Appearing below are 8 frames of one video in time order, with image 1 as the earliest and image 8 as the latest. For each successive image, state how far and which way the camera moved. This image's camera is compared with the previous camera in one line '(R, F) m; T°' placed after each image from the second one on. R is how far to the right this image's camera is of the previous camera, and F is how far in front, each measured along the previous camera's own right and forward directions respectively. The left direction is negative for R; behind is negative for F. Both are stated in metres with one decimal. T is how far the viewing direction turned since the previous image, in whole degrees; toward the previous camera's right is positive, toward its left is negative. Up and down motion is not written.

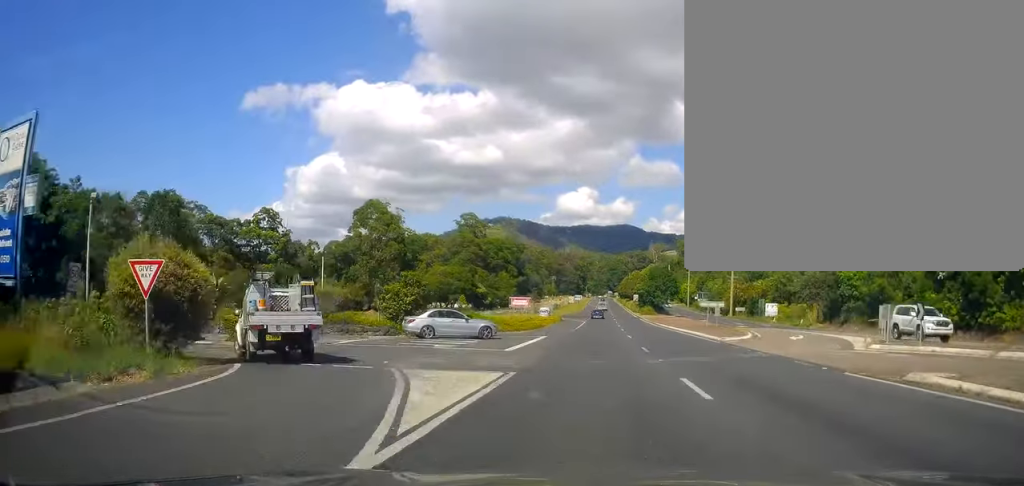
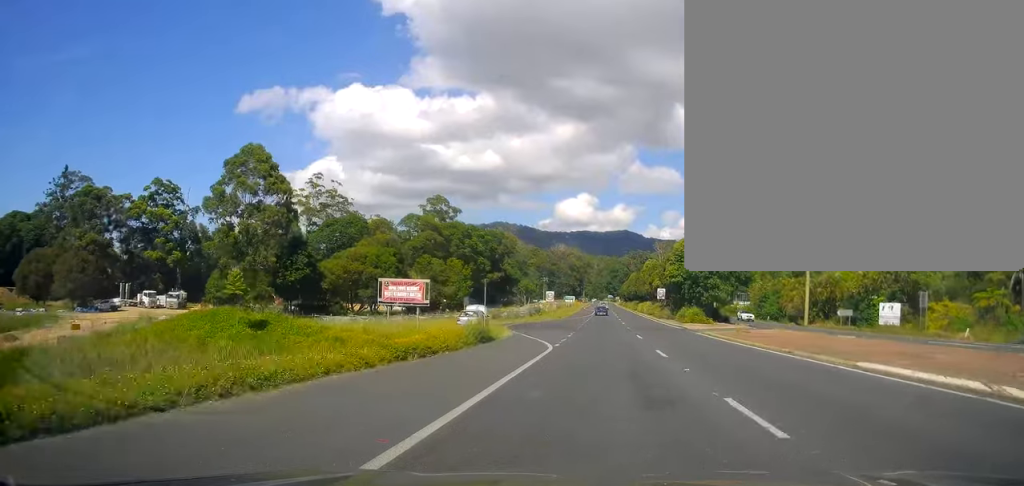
(-0.7, +49.9) m; 0°
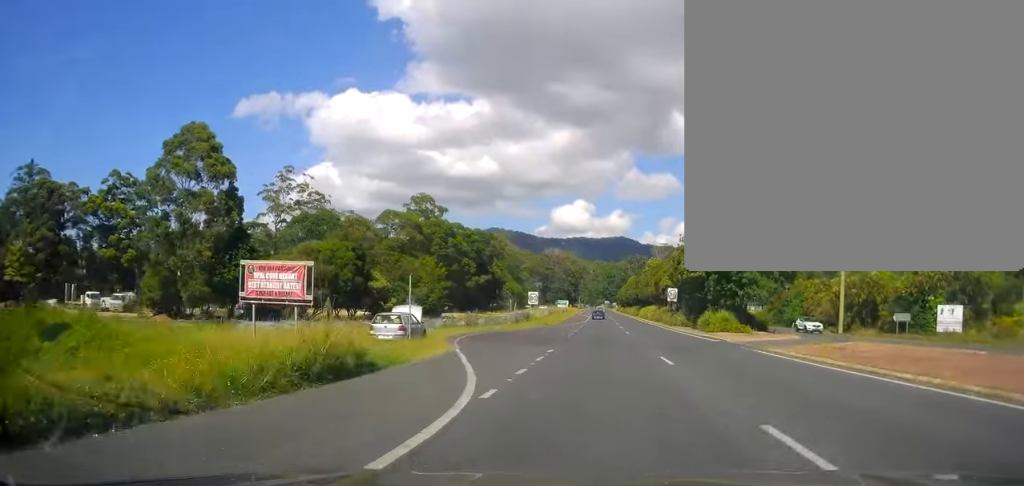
(+0.1, +13.9) m; 0°
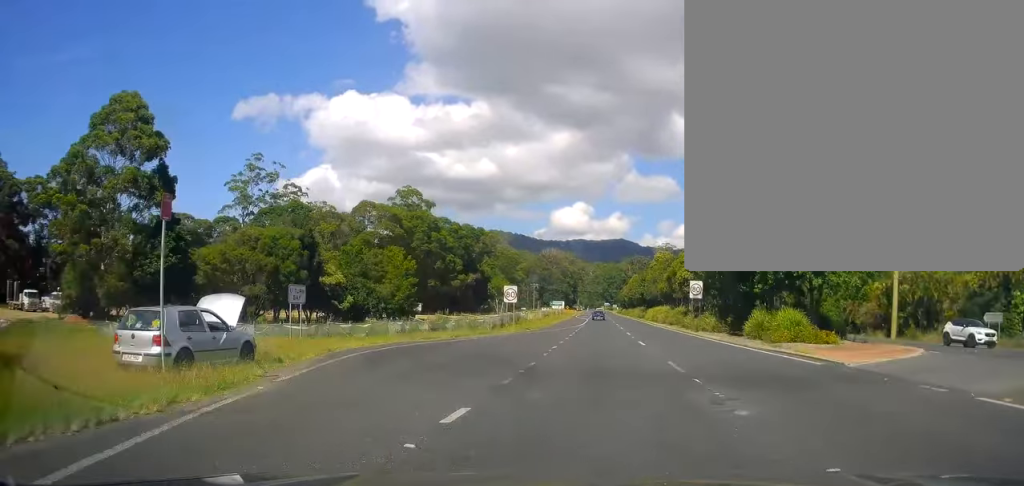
(0.0, +13.9) m; 0°
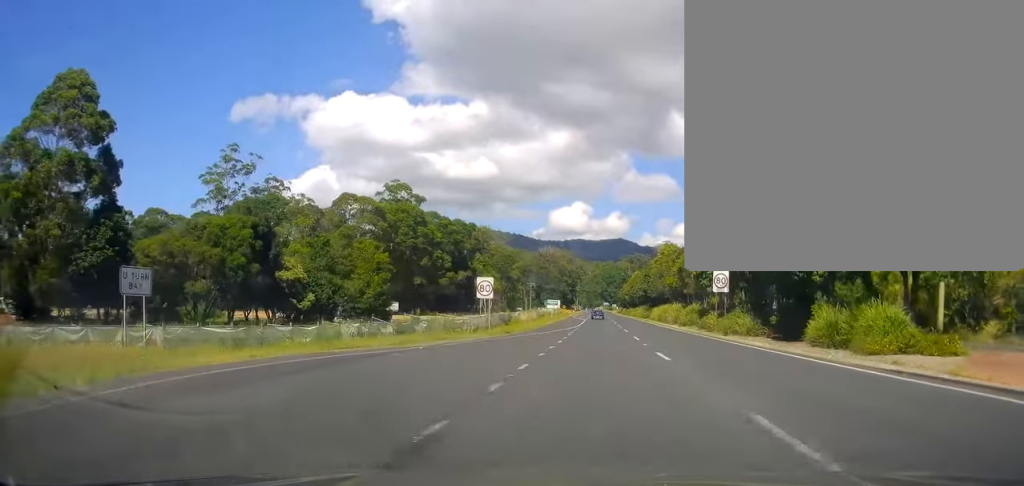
(0.0, +9.0) m; 0°
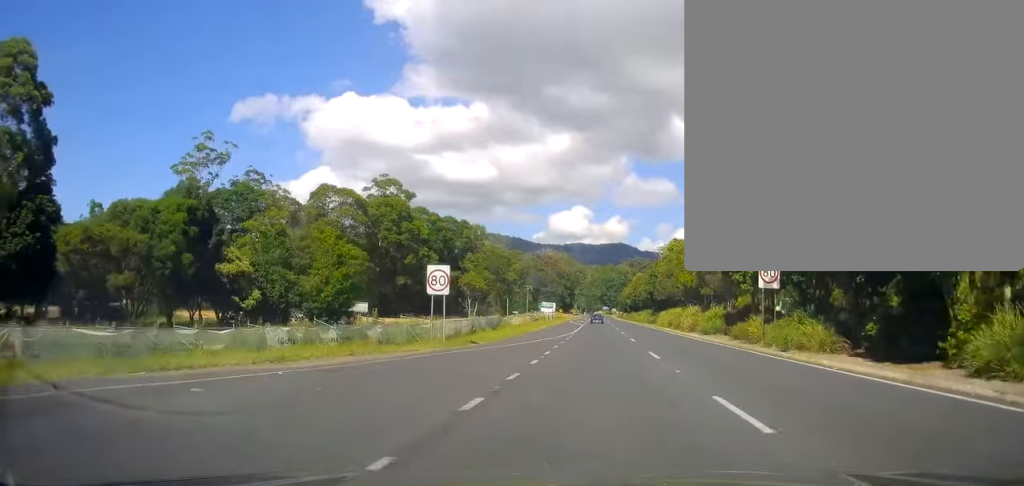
(-0.1, +9.7) m; 0°
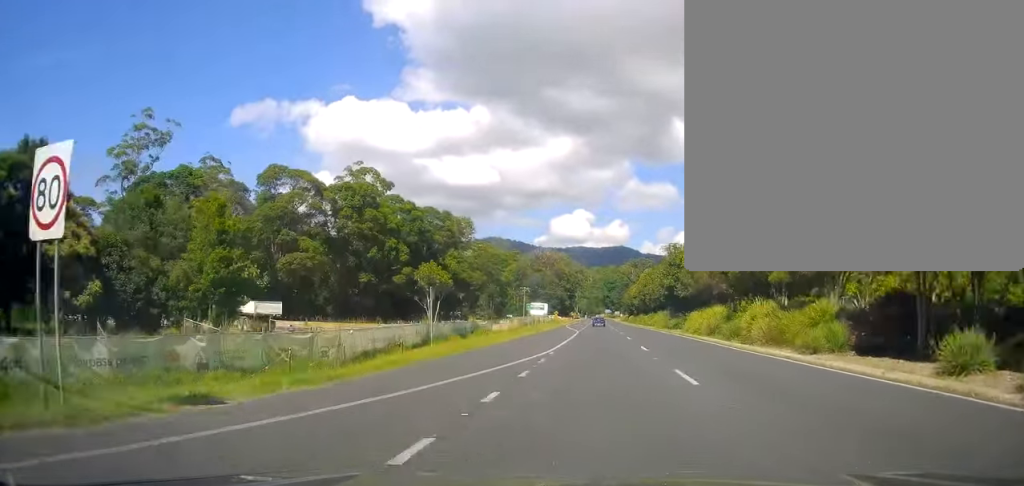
(+0.1, +18.6) m; +1°
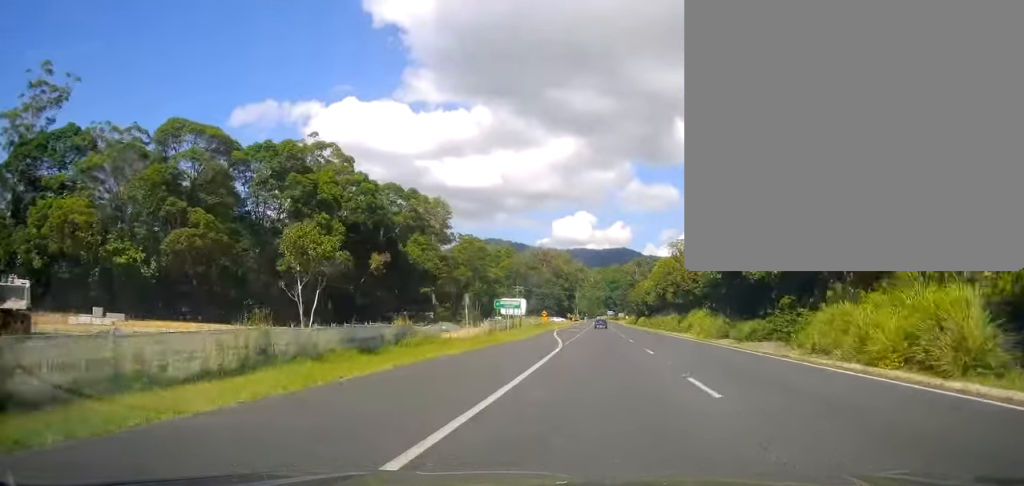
(+0.2, +25.6) m; 0°
